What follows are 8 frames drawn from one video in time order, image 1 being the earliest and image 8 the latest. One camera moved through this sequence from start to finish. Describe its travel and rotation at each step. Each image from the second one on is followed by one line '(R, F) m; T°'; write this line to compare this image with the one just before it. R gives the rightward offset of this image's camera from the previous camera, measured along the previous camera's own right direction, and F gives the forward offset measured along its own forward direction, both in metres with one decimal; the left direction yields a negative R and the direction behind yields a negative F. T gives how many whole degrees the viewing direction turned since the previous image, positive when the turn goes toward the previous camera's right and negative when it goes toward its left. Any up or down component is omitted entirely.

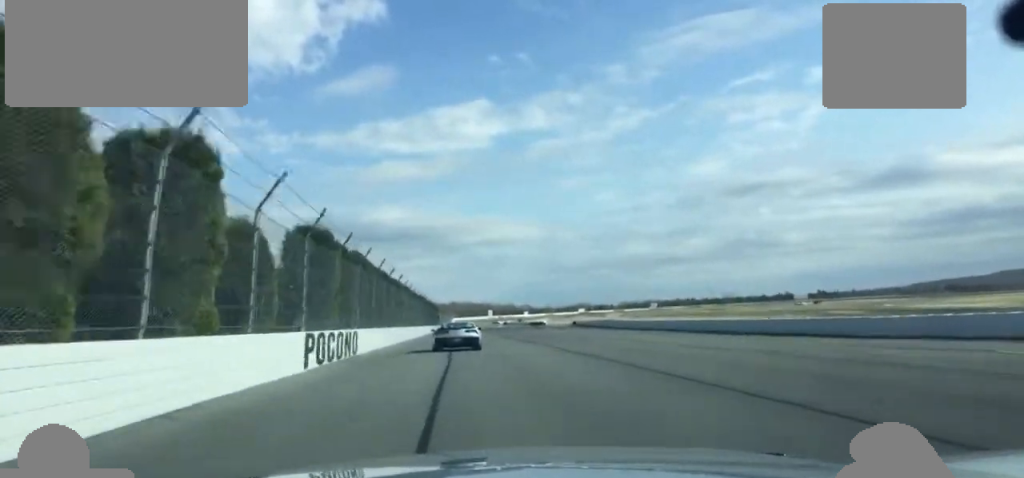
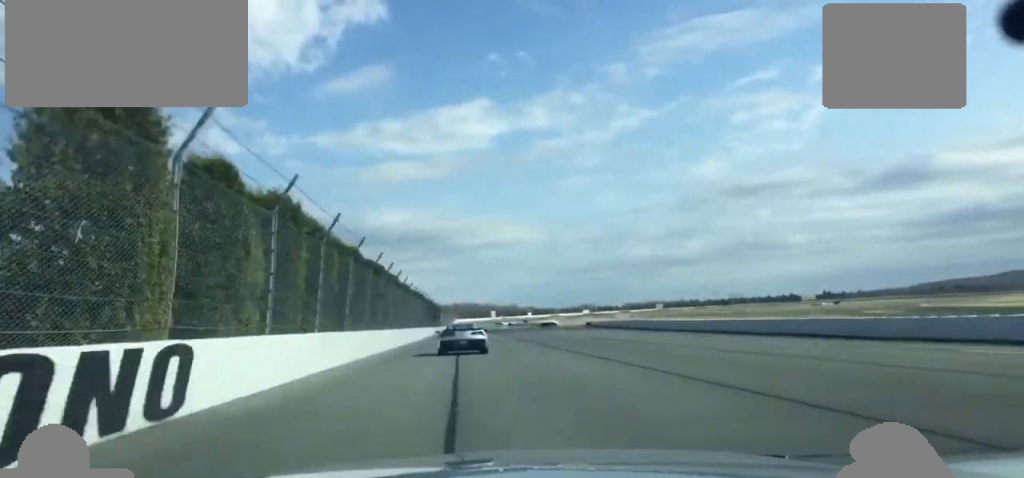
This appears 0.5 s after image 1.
(0.0, +22.5) m; 0°
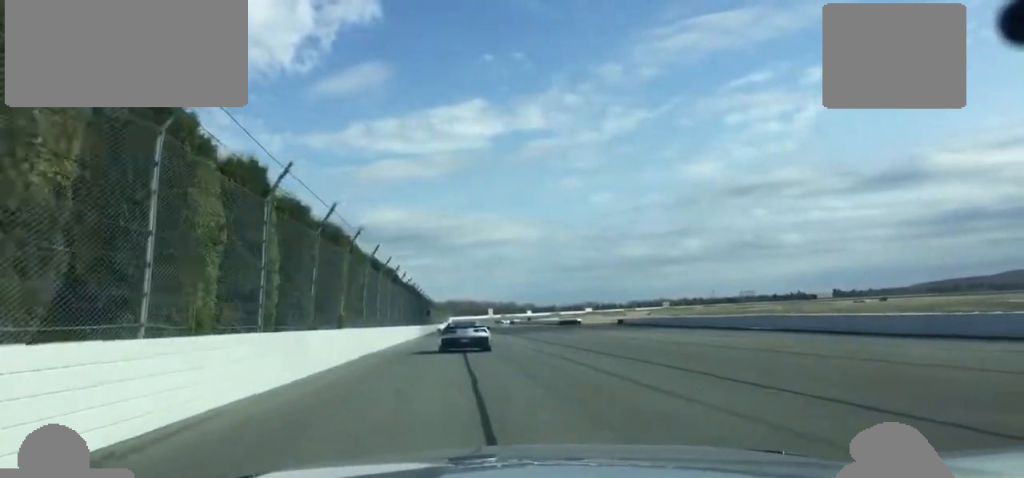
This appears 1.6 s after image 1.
(-0.4, +48.6) m; 0°
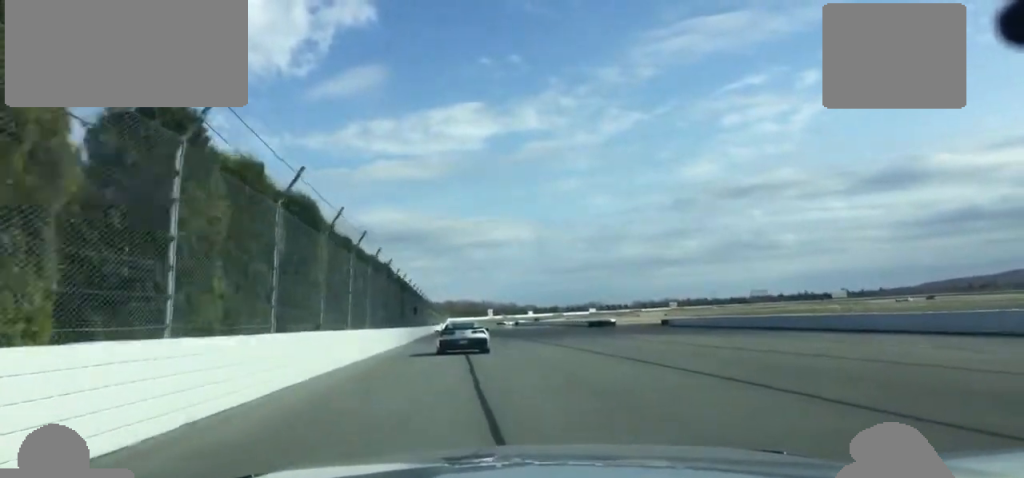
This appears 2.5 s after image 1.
(+0.2, +37.5) m; 0°
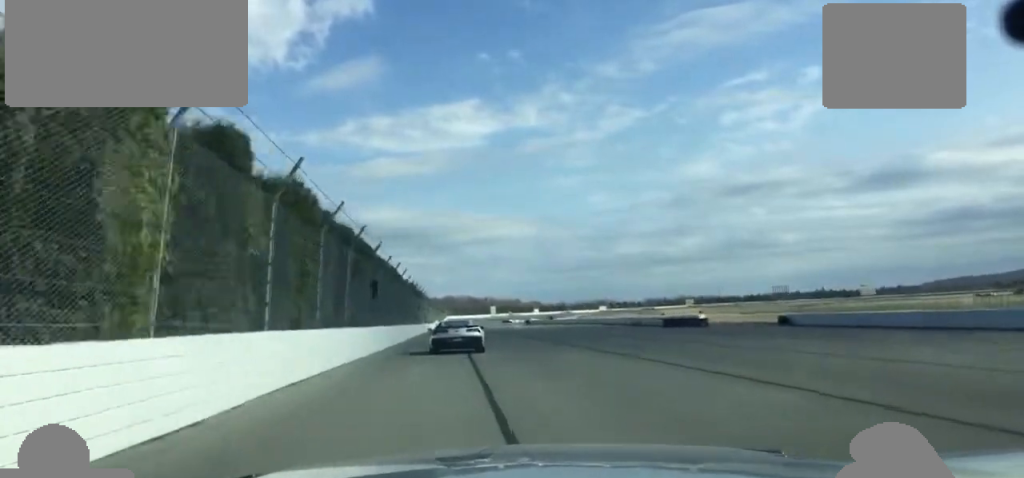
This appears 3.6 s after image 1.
(-0.1, +46.2) m; 0°
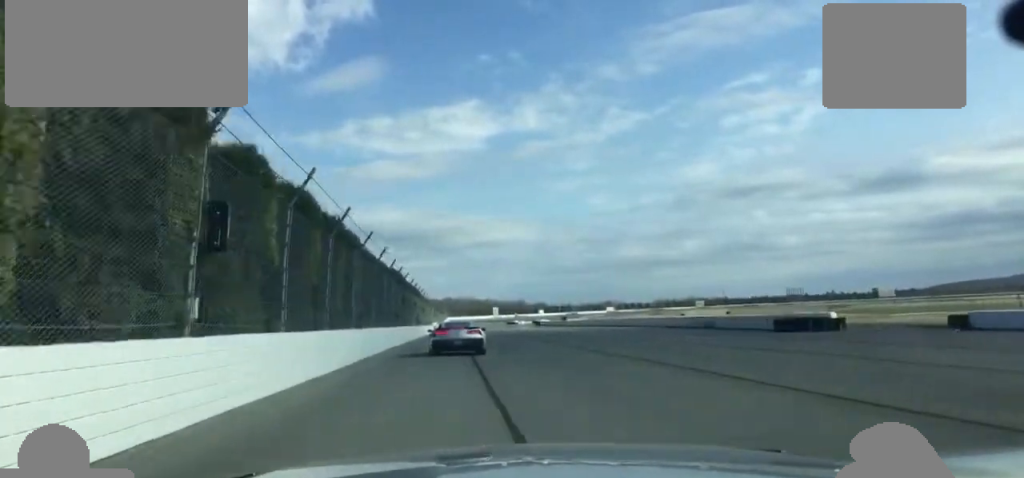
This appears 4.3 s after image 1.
(-0.2, +28.5) m; 0°
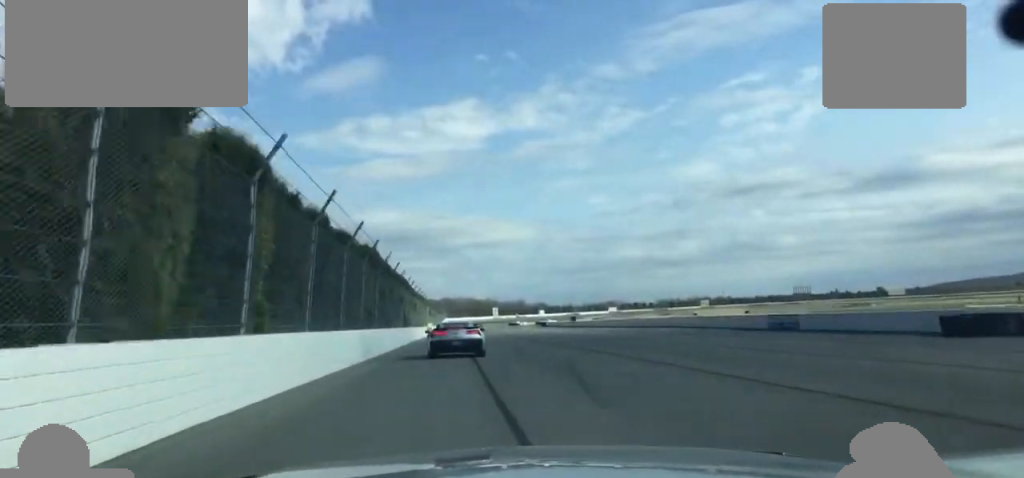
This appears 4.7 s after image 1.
(+0.1, +18.0) m; 0°
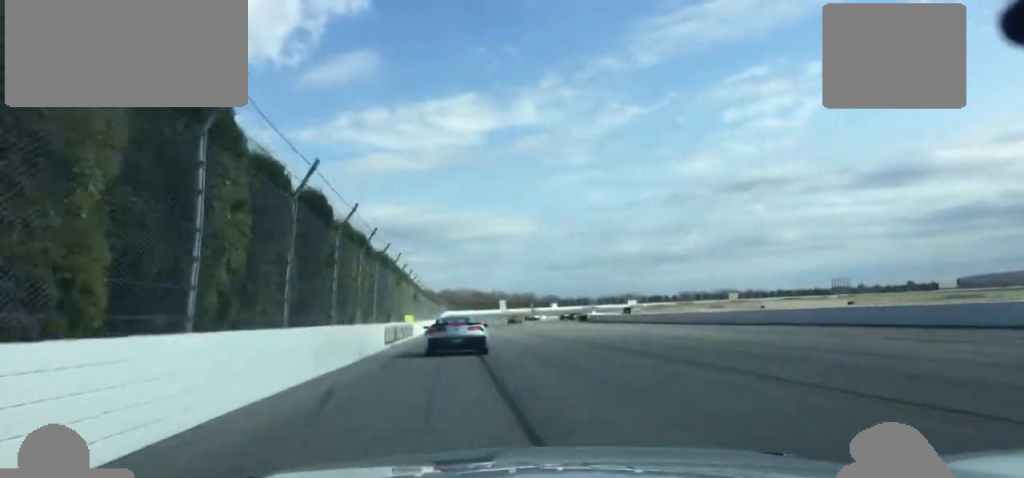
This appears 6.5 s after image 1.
(-0.2, +62.2) m; 0°
